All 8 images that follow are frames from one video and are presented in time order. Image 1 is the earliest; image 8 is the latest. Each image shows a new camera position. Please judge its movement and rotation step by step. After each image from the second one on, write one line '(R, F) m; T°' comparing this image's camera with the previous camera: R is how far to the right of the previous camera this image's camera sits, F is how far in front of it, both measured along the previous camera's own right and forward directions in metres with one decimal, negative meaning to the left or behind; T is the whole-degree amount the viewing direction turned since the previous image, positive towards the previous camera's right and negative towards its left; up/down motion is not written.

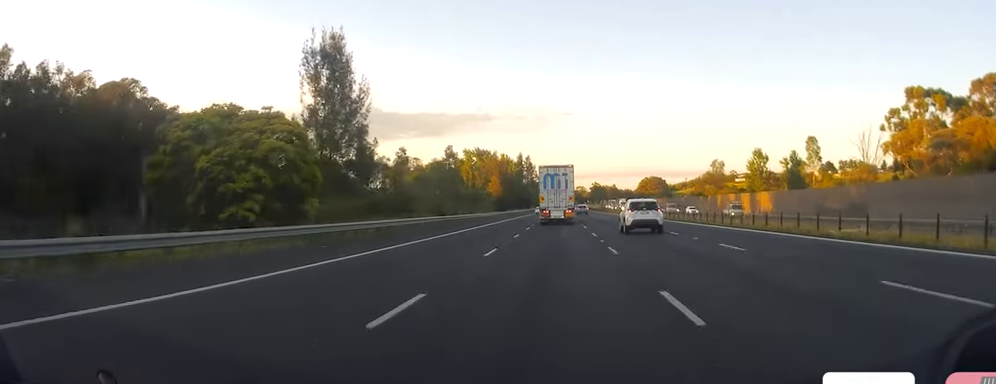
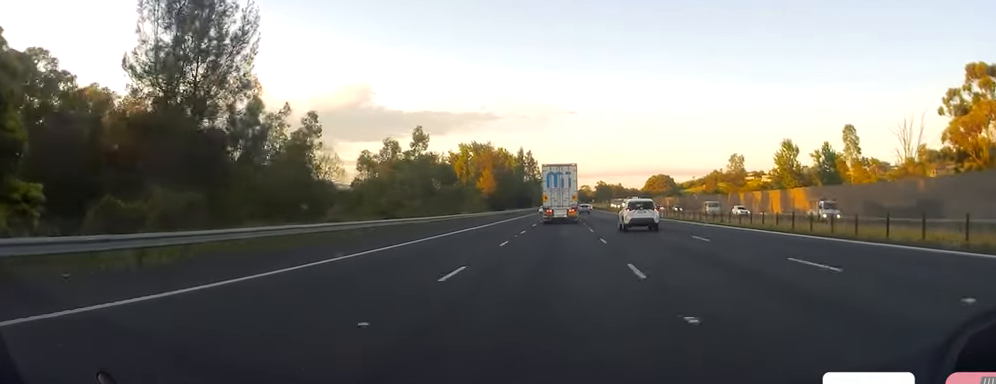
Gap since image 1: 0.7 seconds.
(-0.3, +19.1) m; 0°
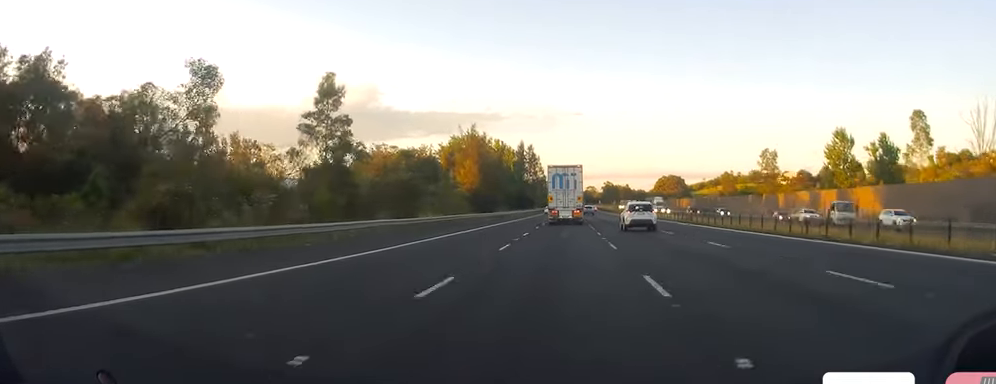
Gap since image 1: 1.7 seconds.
(+0.2, +26.4) m; 0°
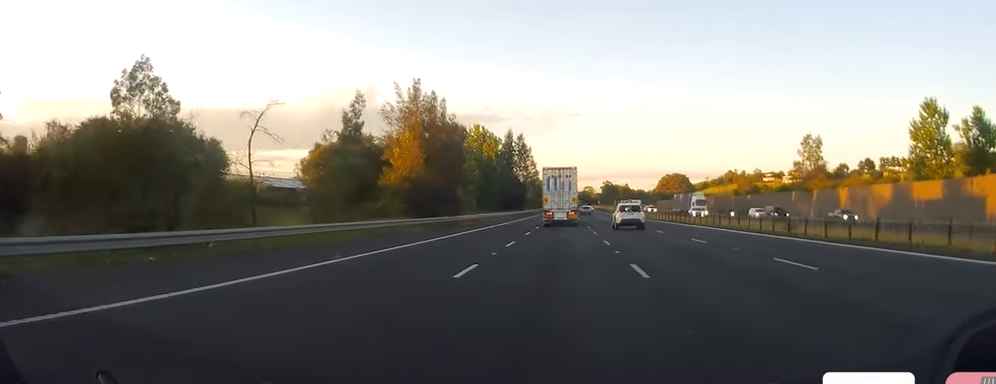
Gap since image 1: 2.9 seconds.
(0.0, +32.5) m; 0°
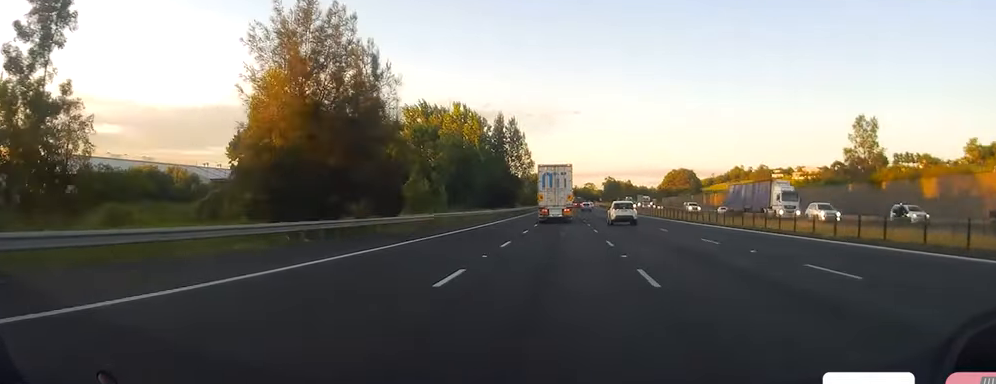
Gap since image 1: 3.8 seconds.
(+0.1, +26.1) m; -1°
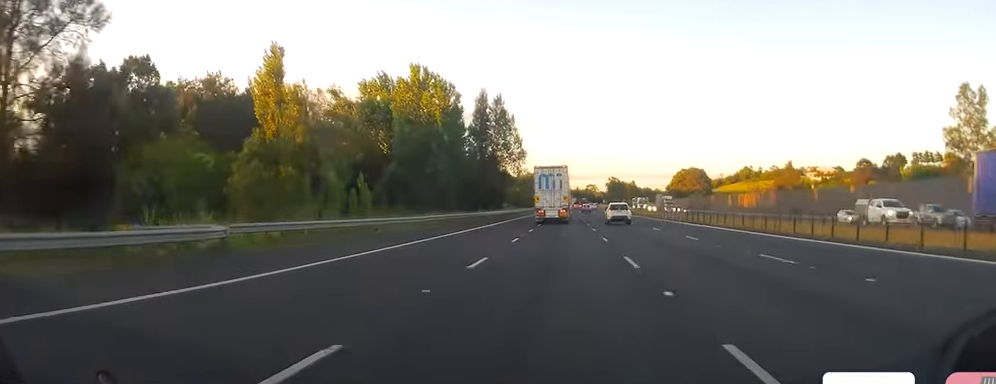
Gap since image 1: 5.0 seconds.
(-0.3, +32.3) m; +1°
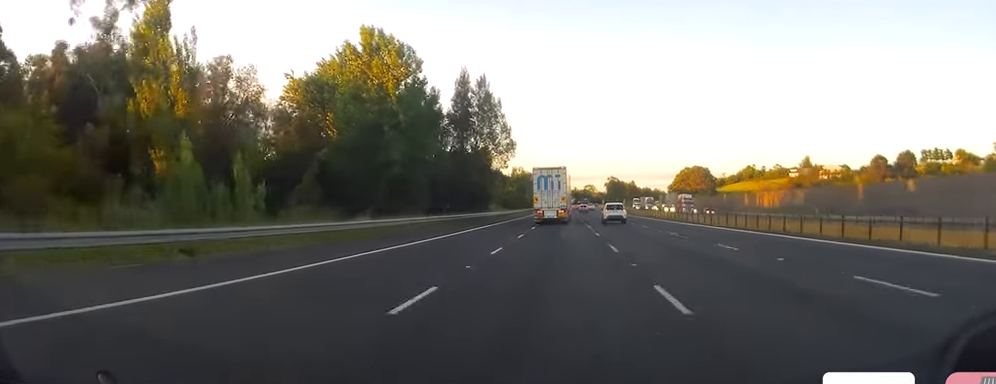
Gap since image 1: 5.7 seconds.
(+0.5, +18.8) m; 0°
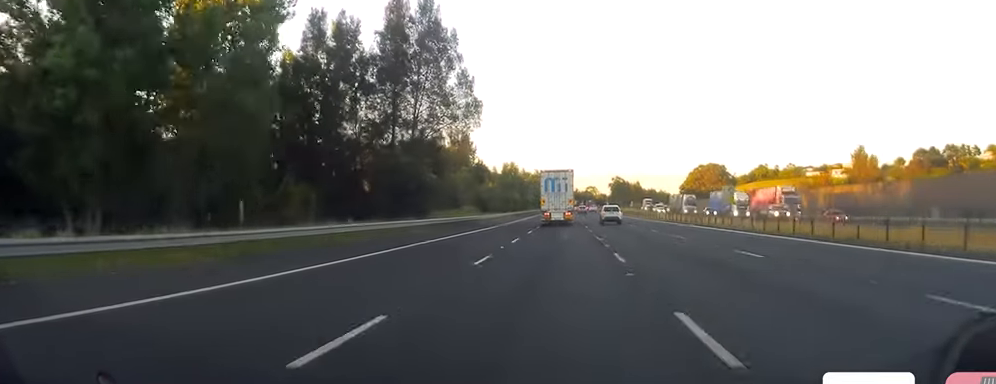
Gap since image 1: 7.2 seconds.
(-0.7, +39.2) m; -1°
